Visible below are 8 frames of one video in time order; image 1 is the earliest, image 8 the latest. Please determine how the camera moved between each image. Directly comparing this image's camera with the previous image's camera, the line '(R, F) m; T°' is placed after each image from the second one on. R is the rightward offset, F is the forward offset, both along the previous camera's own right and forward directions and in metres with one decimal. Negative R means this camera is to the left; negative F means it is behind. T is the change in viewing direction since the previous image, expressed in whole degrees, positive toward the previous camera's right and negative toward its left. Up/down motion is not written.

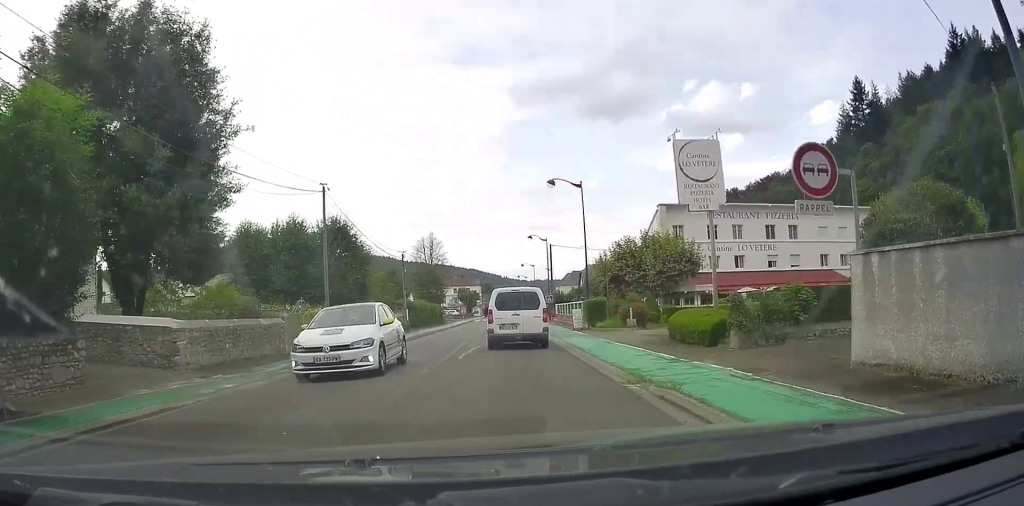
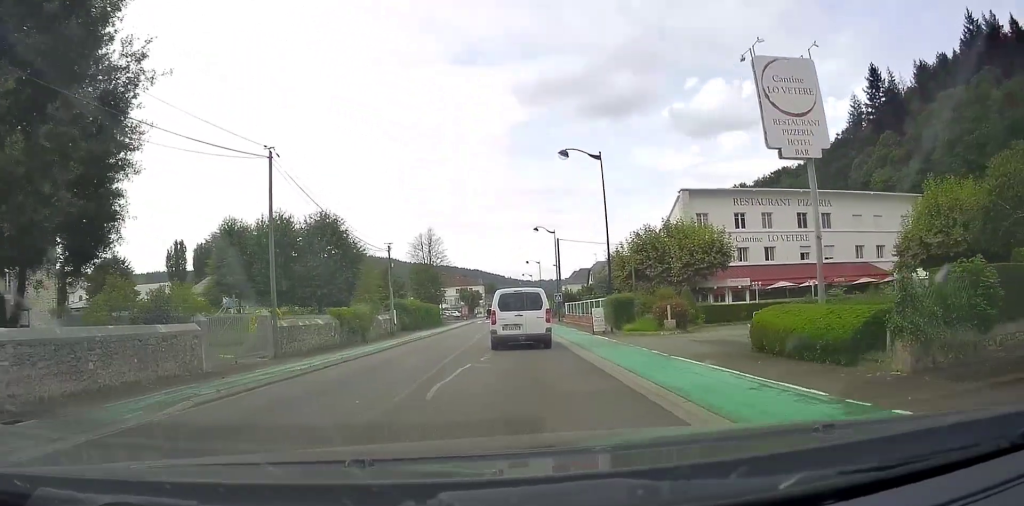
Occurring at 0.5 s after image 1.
(-0.1, +6.3) m; -1°
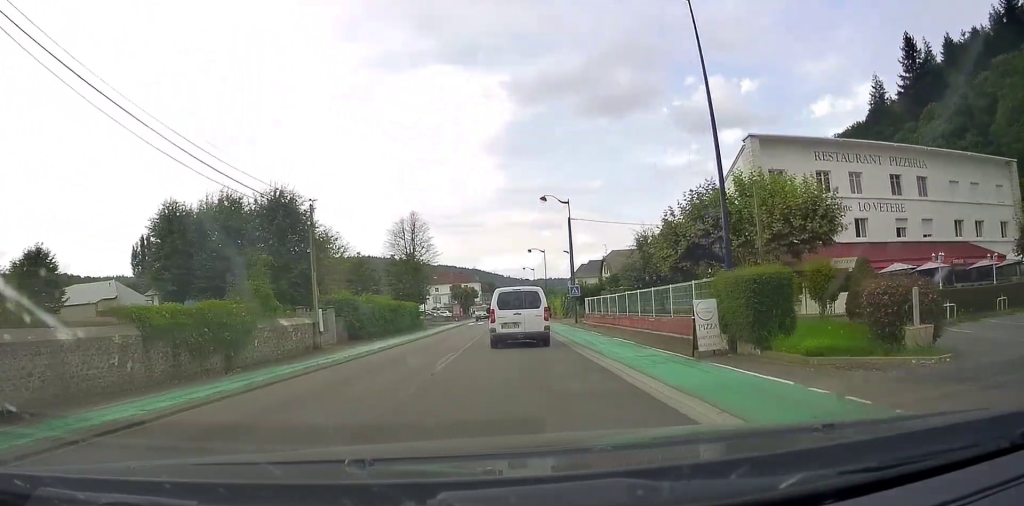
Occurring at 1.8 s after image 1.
(0.0, +15.2) m; -1°
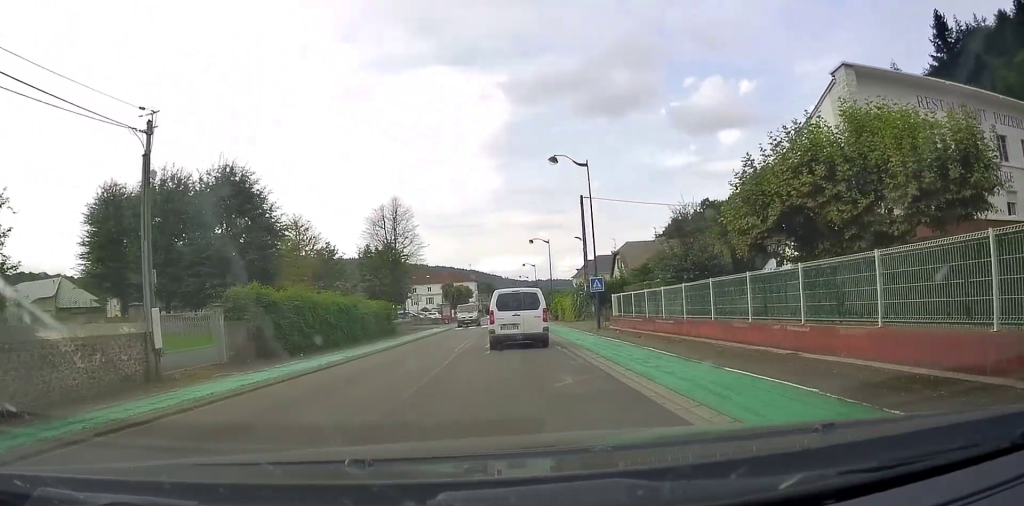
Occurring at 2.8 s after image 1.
(-0.1, +11.7) m; -1°
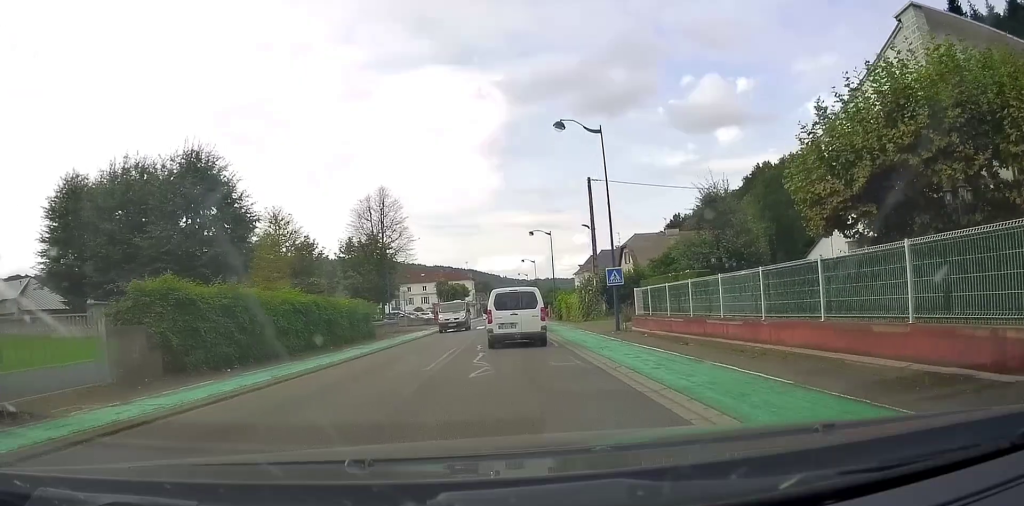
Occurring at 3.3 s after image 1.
(-0.2, +5.9) m; 0°
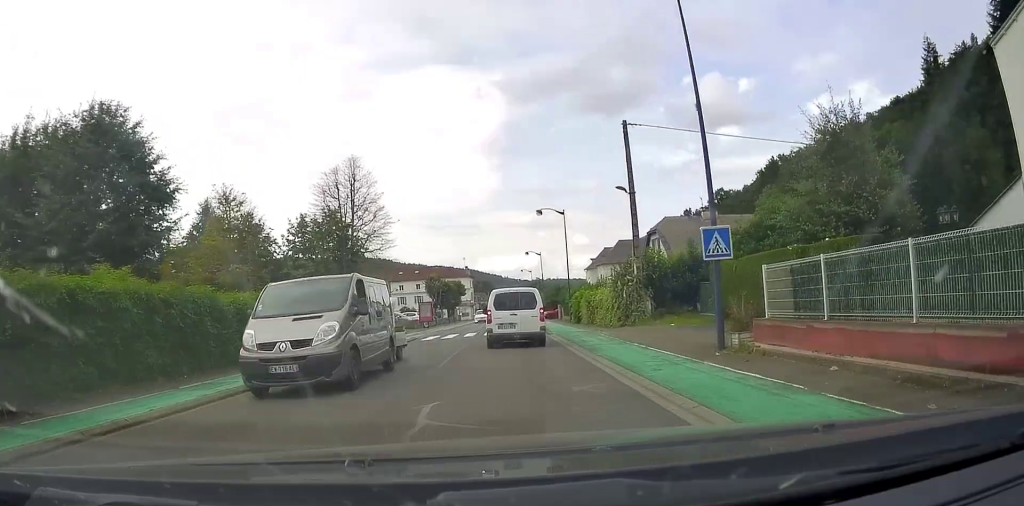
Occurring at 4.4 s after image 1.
(+0.4, +12.9) m; +2°
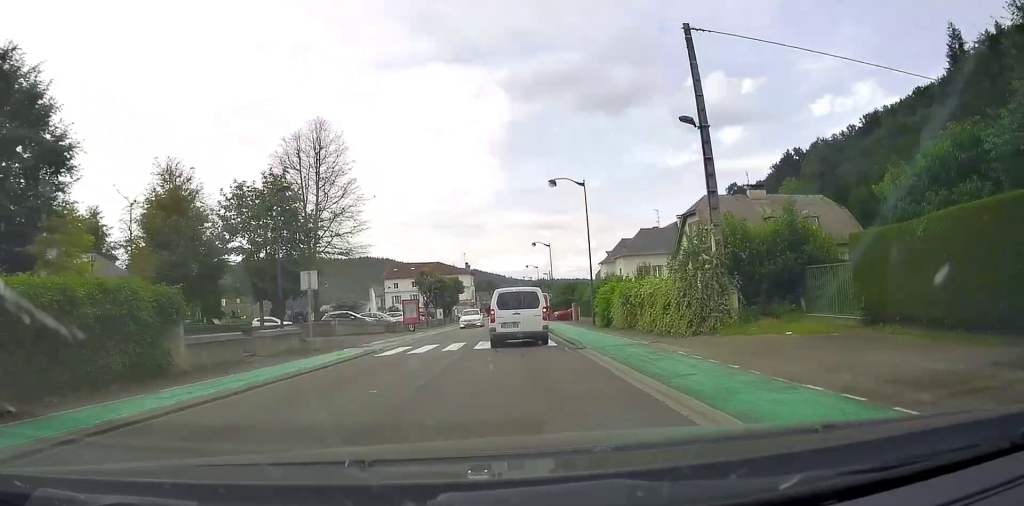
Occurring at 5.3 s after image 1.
(-0.1, +10.7) m; 0°
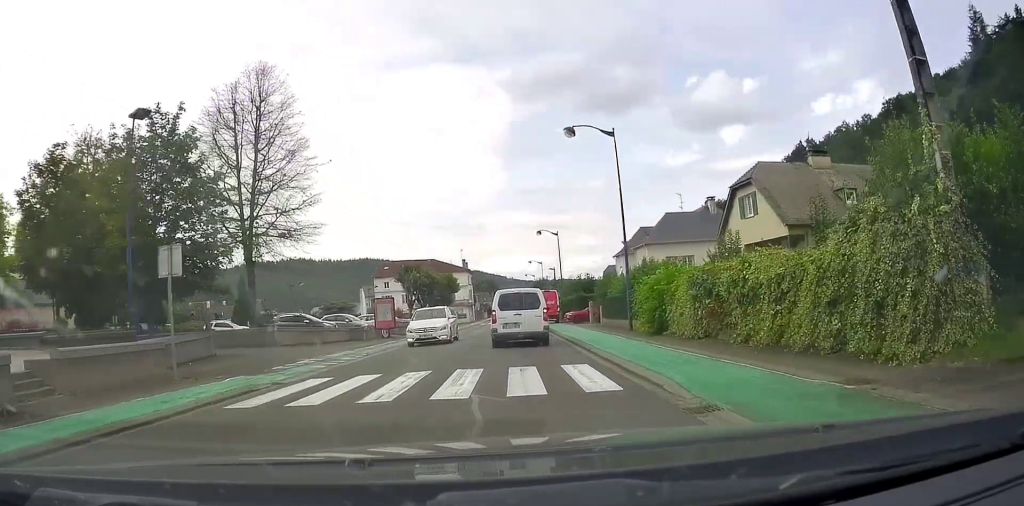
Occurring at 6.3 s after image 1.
(0.0, +10.9) m; 0°
